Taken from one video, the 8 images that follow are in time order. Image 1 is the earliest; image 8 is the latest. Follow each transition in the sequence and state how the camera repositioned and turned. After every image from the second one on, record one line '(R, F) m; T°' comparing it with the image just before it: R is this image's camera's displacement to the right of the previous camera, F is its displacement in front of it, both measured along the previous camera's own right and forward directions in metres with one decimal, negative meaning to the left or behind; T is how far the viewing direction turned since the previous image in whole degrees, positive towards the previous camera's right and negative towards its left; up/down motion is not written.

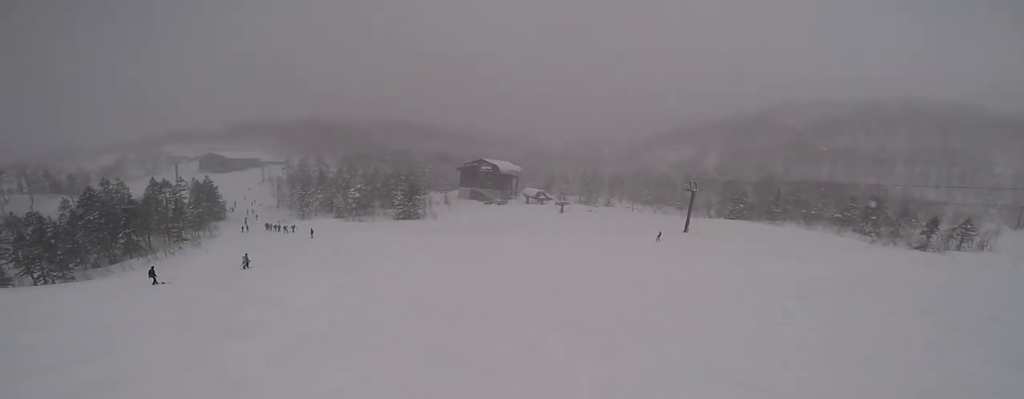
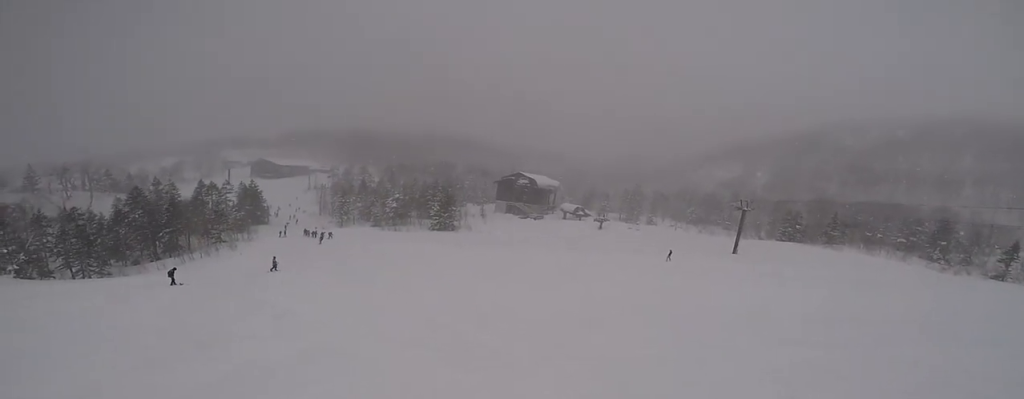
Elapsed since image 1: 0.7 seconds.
(-0.7, +3.7) m; -14°
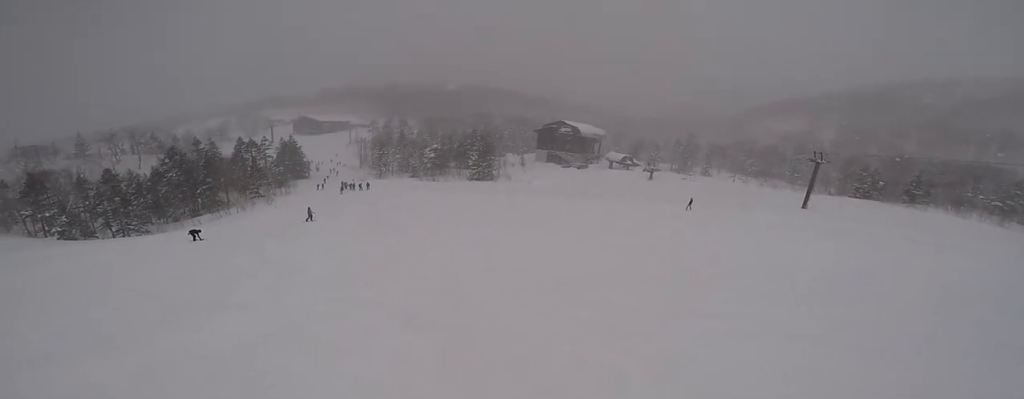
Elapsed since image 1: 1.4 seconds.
(-0.6, +4.2) m; -11°
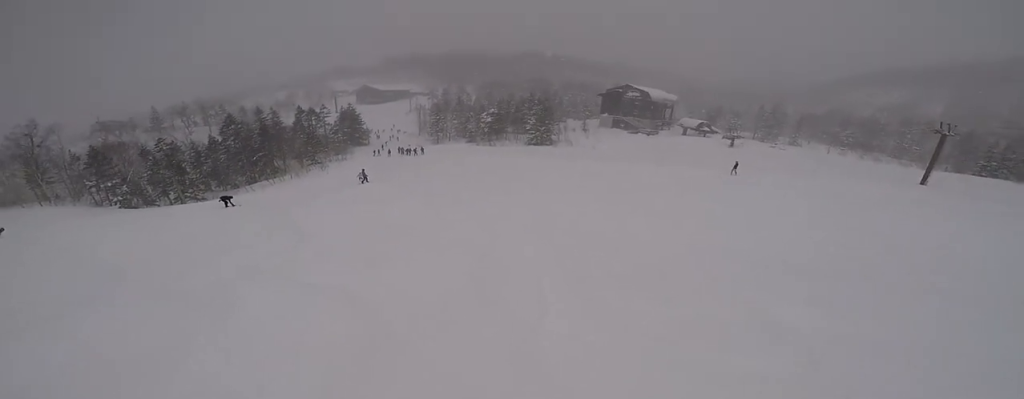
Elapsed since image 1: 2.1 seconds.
(-0.2, +4.9) m; -7°
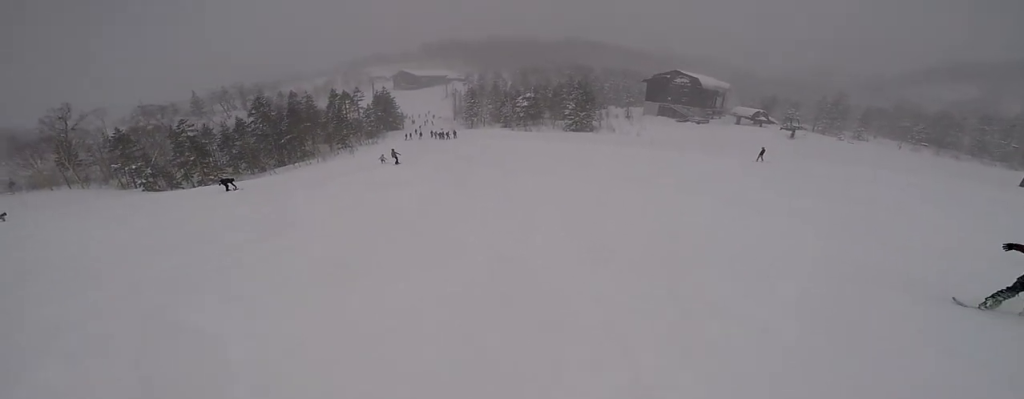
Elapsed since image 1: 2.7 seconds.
(-0.4, +4.5) m; 0°
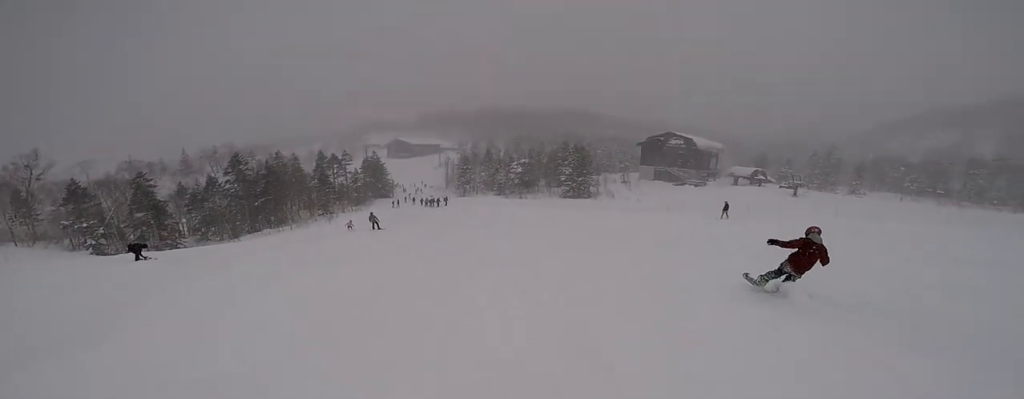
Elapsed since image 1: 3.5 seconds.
(-0.1, +6.2) m; +1°
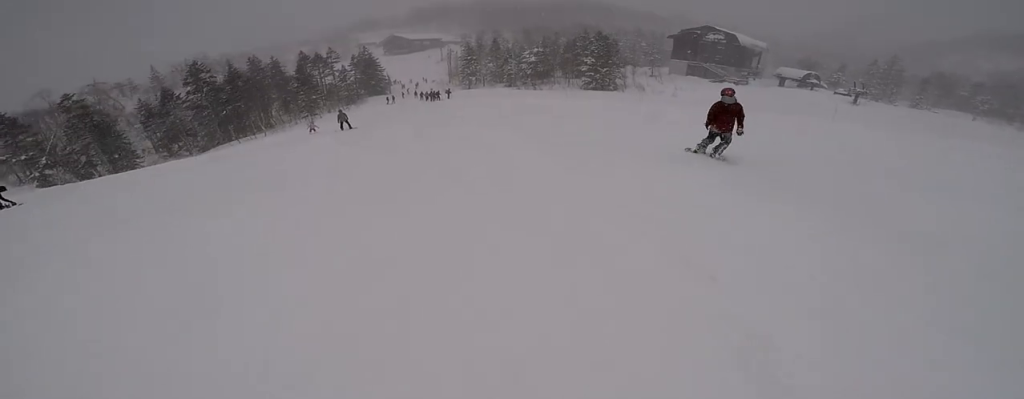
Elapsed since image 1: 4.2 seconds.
(+0.8, +5.8) m; 0°
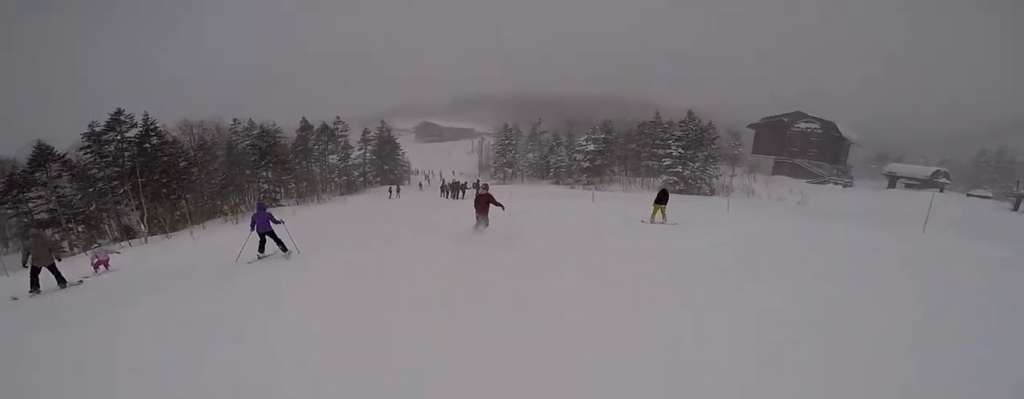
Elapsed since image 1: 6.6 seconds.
(-6.4, +20.9) m; -17°
